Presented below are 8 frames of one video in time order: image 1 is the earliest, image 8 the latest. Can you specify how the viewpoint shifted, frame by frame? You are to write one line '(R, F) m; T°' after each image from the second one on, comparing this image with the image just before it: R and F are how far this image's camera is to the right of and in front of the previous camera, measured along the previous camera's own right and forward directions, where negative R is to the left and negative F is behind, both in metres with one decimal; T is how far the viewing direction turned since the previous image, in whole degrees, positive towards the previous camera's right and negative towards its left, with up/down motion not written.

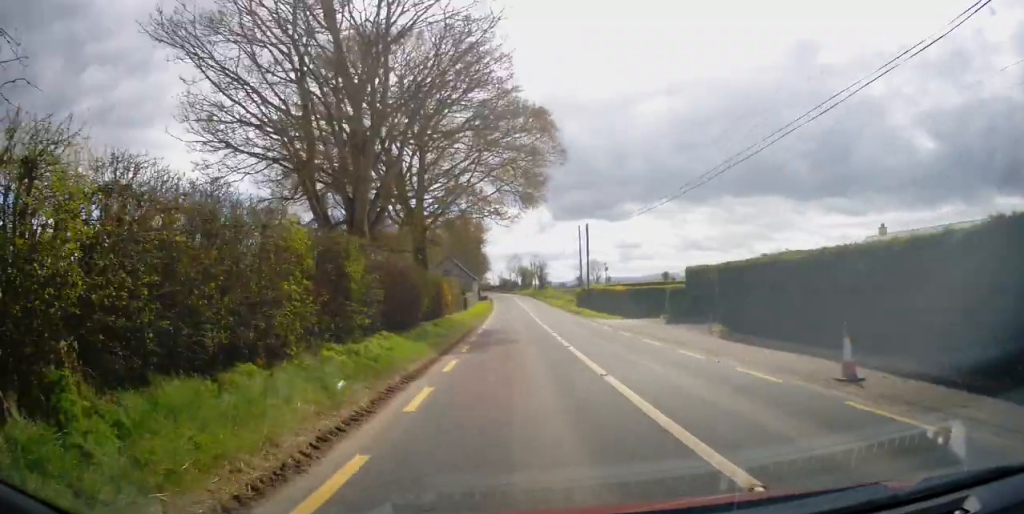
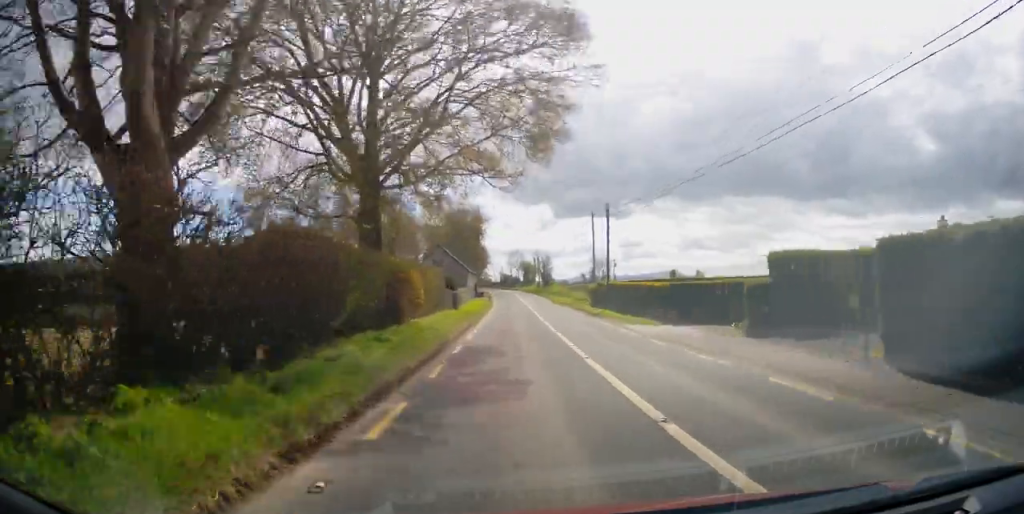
(0.0, +10.0) m; 0°
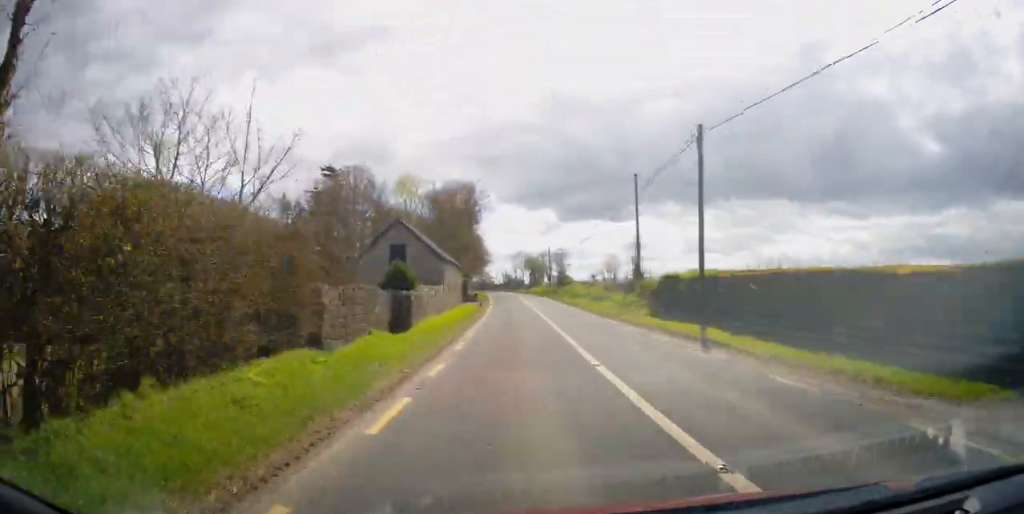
(+0.1, +20.5) m; -1°
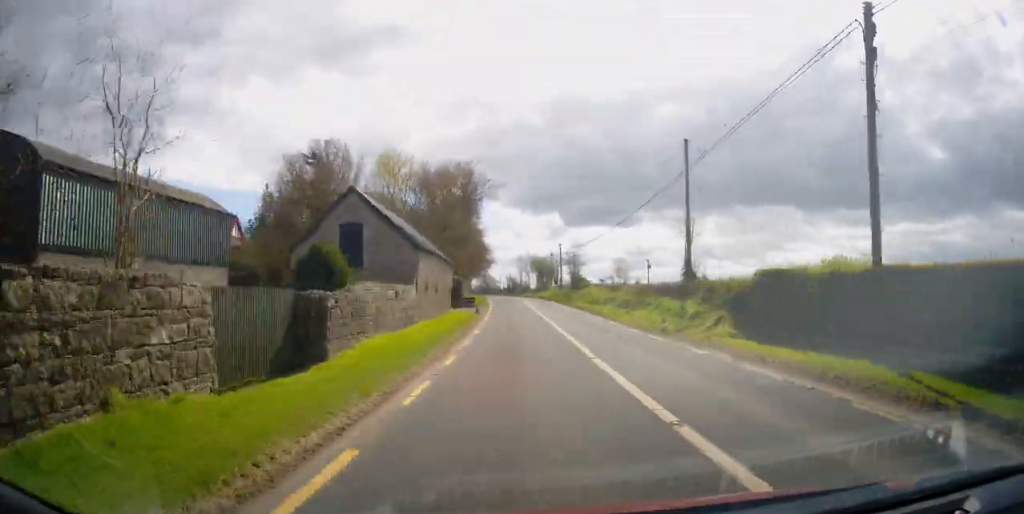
(-0.2, +11.0) m; 0°
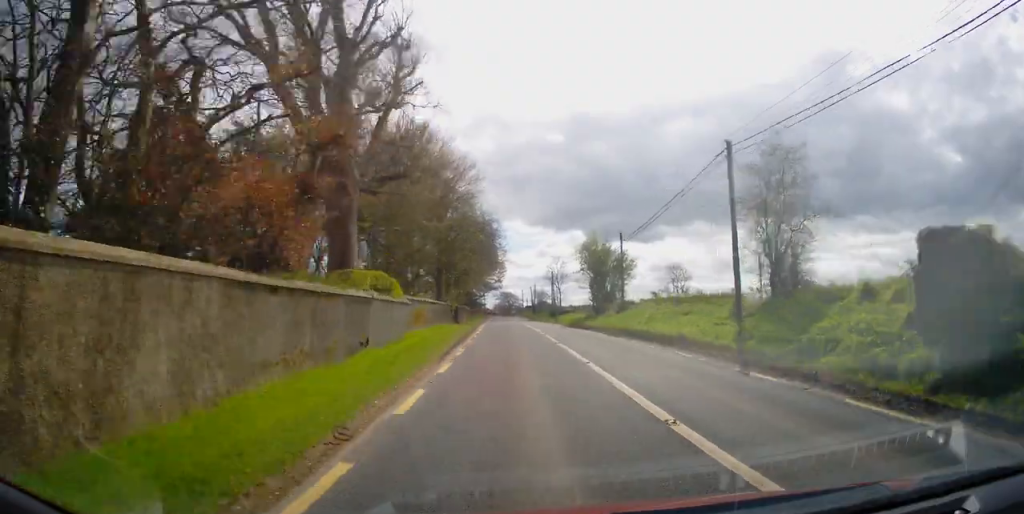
(-0.4, +49.3) m; -1°
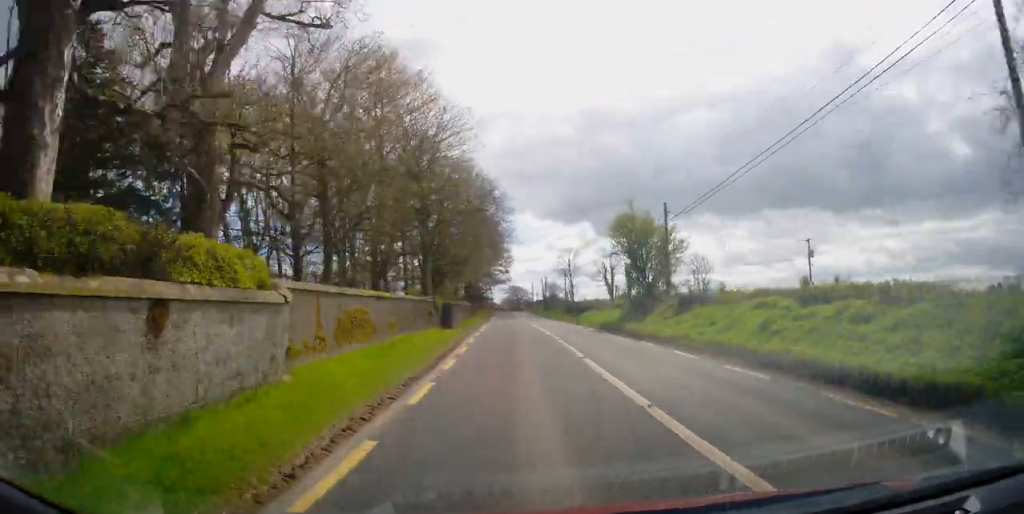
(0.0, +11.6) m; -1°
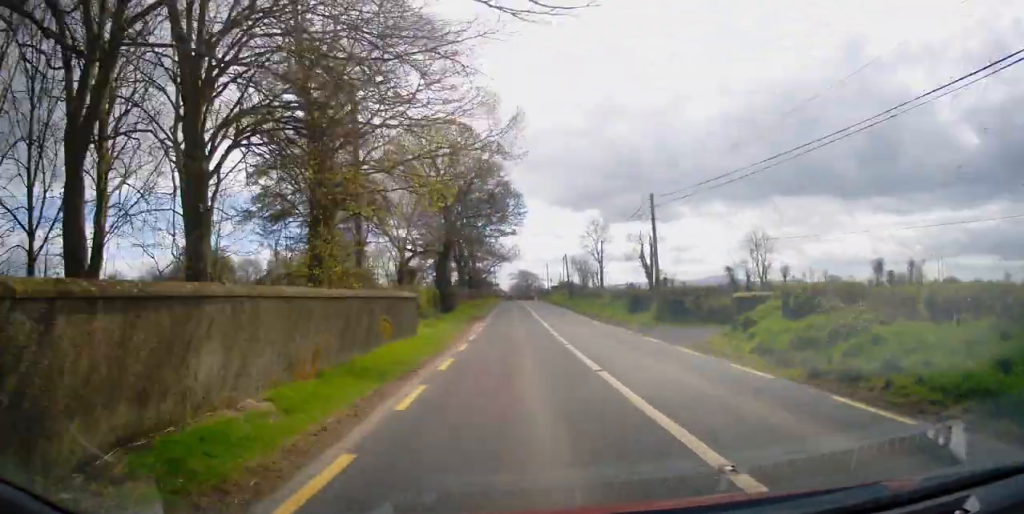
(-0.7, +33.4) m; -1°
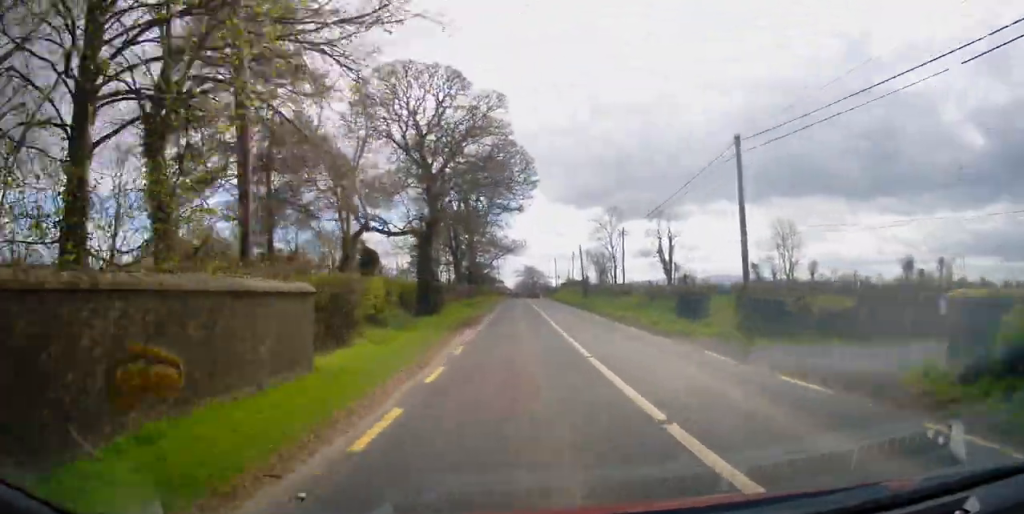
(+0.2, +10.3) m; 0°
